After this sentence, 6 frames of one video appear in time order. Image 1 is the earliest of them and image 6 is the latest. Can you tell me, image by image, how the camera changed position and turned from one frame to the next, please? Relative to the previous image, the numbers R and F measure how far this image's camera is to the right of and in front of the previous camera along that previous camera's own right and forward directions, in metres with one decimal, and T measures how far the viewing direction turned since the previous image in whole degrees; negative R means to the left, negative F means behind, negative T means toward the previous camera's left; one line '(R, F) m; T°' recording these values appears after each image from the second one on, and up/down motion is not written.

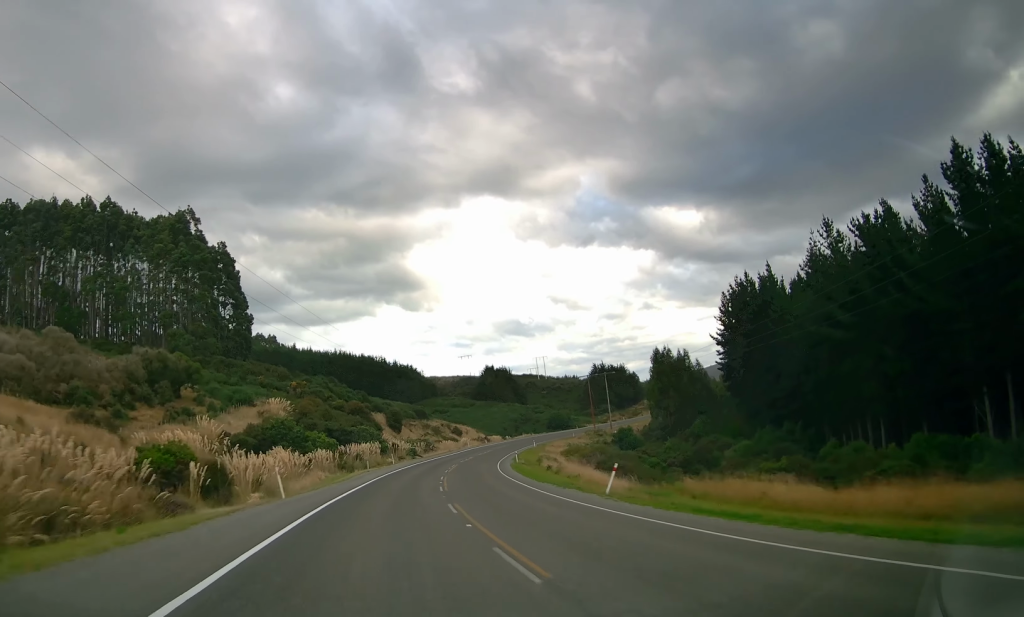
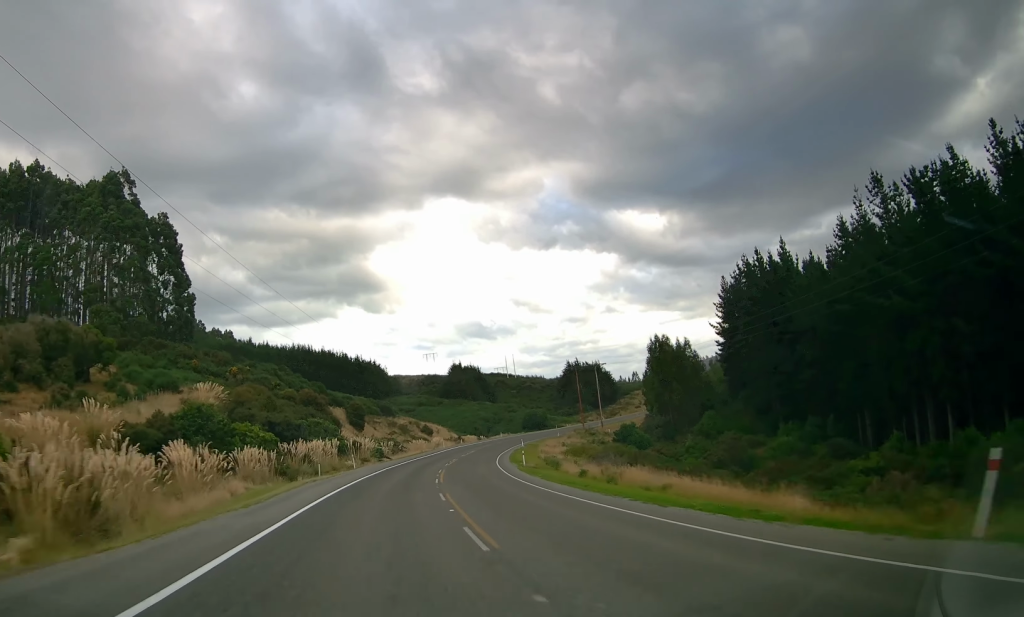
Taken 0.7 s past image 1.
(+0.7, +18.2) m; +3°
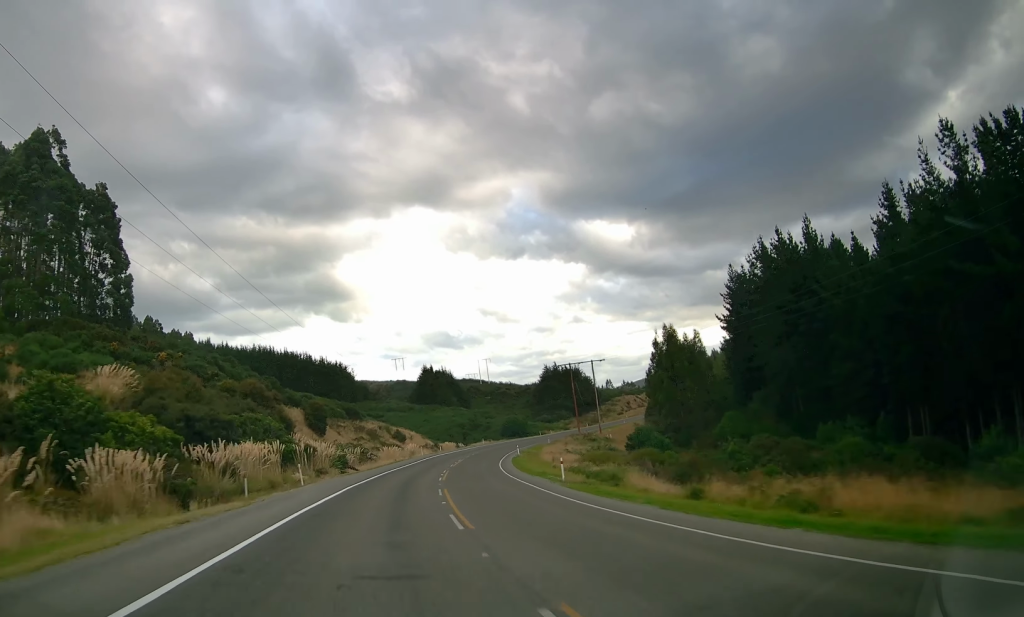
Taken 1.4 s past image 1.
(-0.2, +17.3) m; +2°
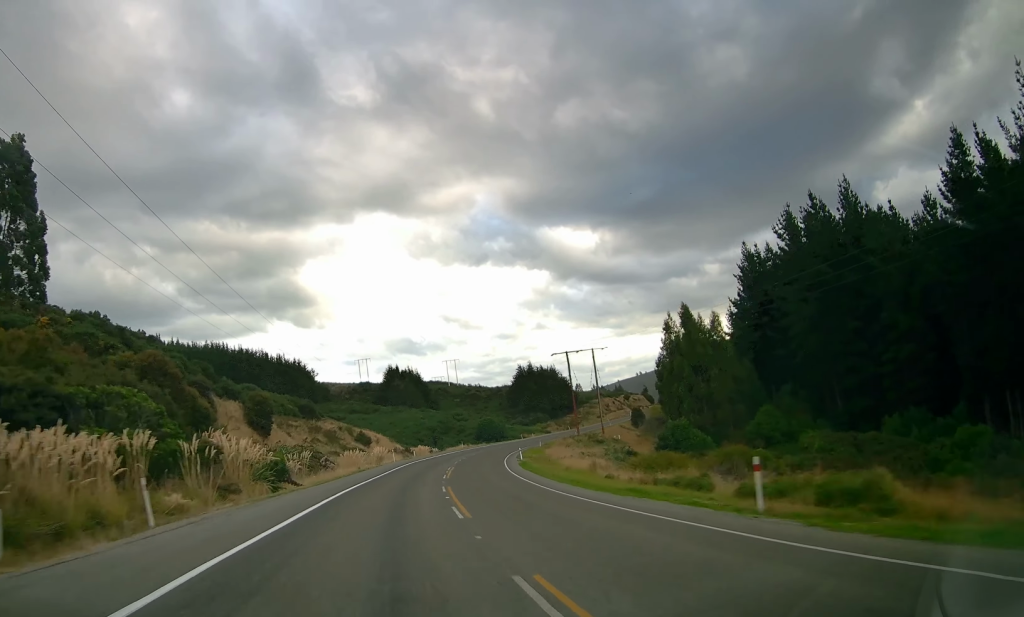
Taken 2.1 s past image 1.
(+0.8, +19.1) m; +4°
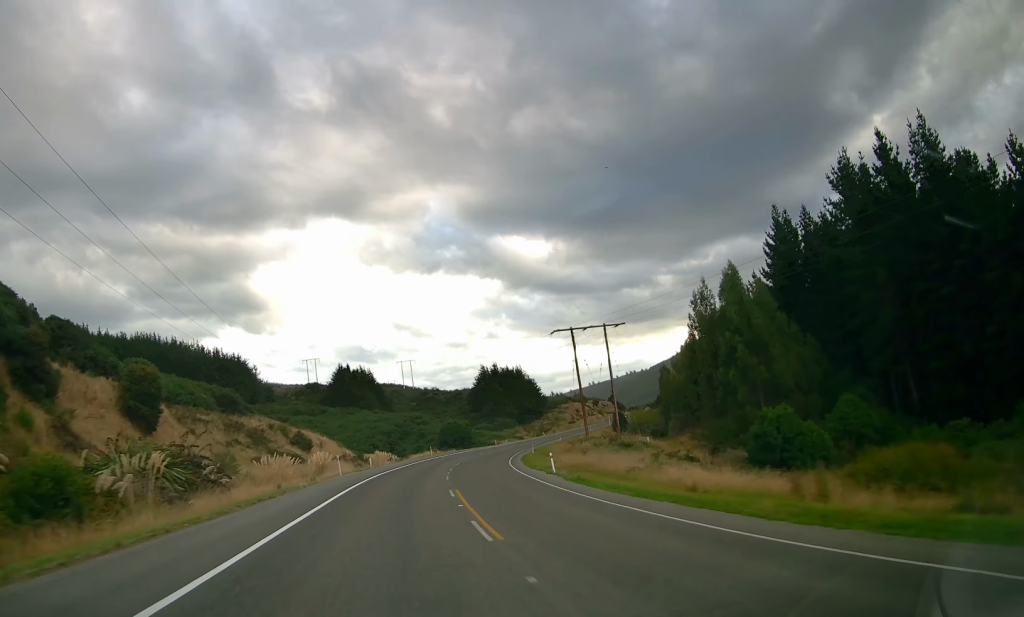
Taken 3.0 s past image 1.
(+1.3, +24.2) m; +5°
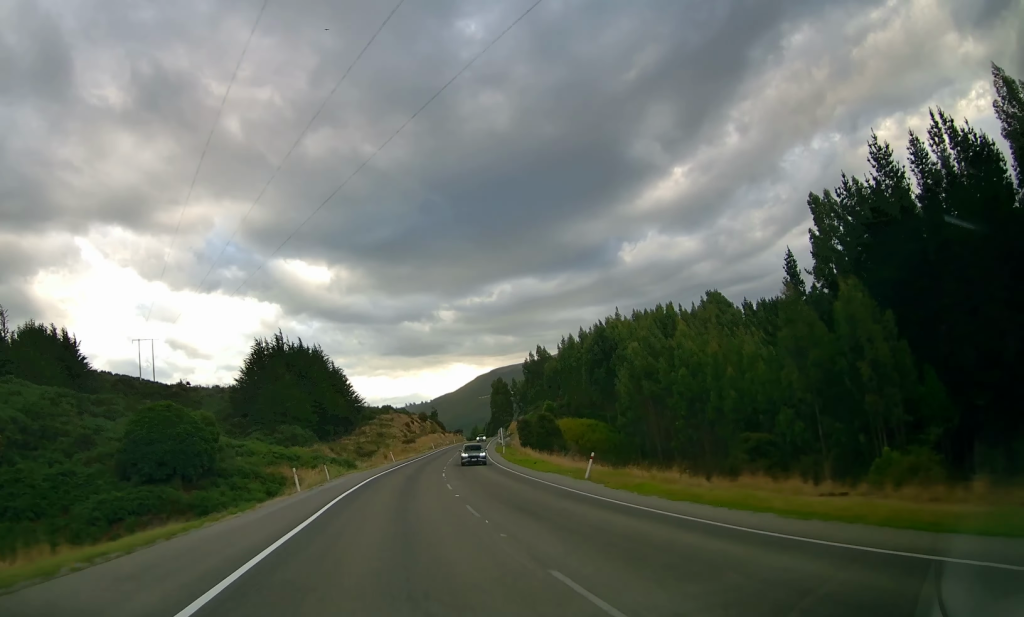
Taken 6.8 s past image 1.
(+12.2, +96.5) m; +17°
